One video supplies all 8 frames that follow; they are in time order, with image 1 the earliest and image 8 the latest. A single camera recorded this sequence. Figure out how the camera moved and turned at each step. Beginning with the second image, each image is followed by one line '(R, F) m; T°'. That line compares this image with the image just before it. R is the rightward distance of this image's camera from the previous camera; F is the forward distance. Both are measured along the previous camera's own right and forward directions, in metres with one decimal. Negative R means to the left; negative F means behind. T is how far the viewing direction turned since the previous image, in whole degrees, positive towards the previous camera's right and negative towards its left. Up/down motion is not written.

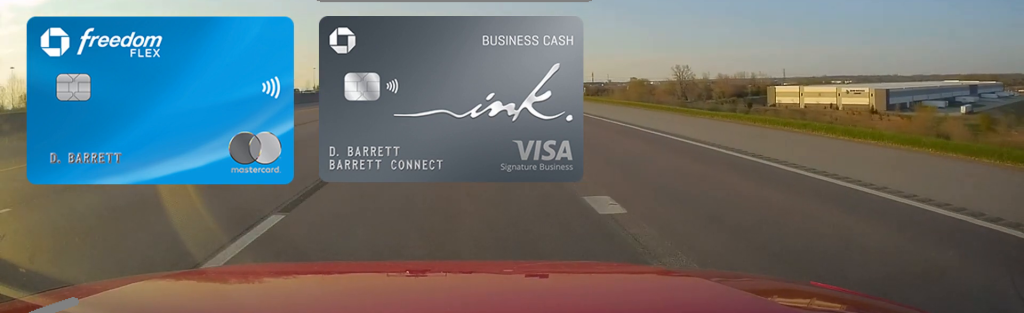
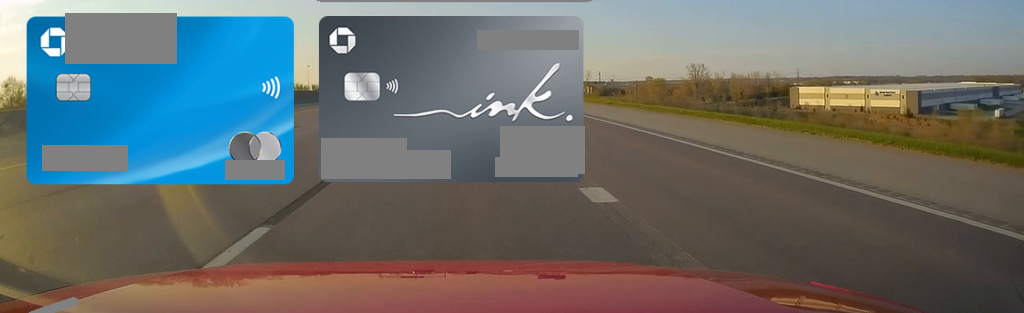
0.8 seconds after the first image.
(+0.1, +24.4) m; 0°
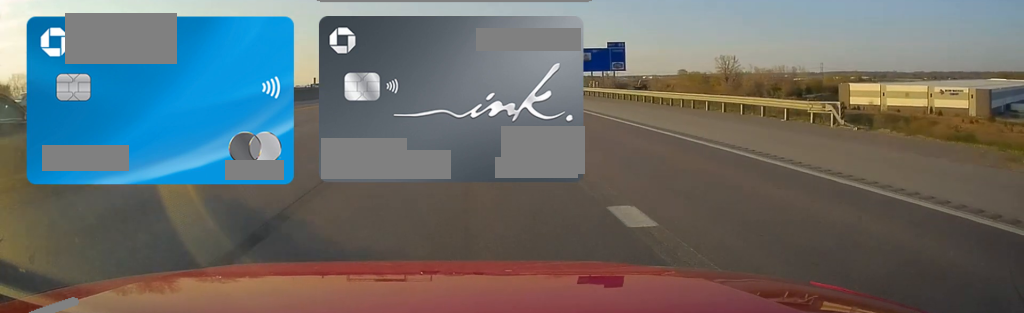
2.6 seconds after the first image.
(+0.4, +52.3) m; 0°
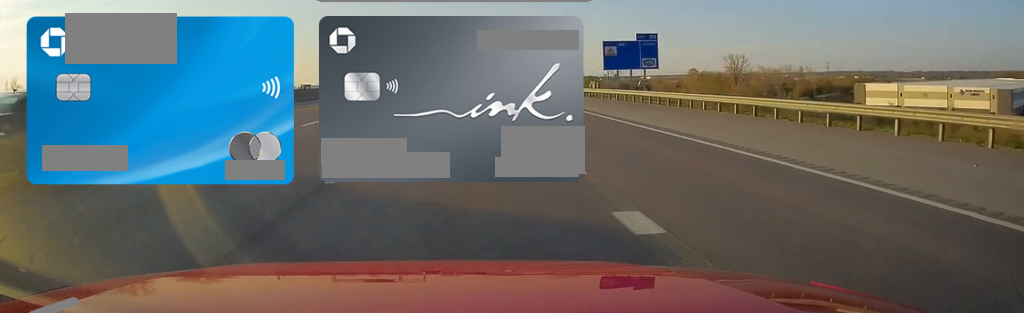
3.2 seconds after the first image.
(-0.1, +15.0) m; 0°
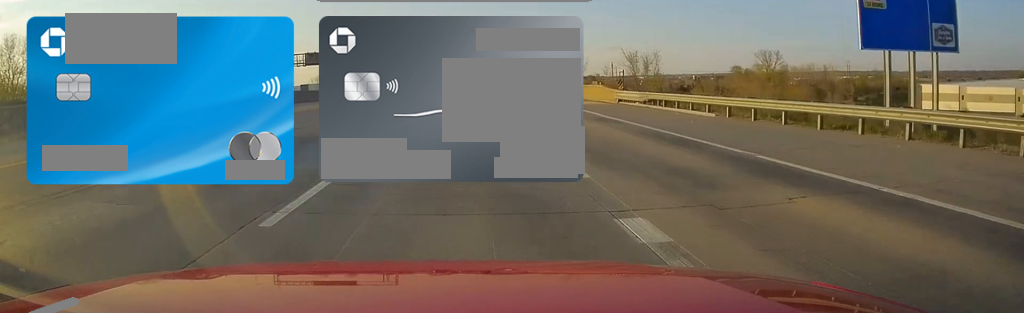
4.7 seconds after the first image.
(-0.2, +43.9) m; 0°
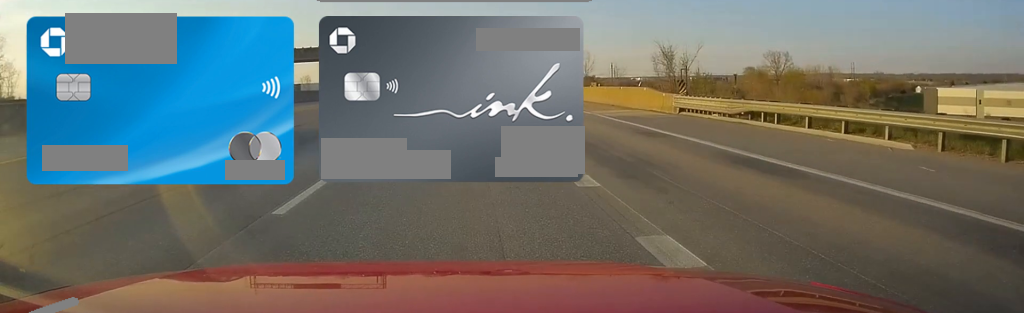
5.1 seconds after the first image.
(+0.1, +11.6) m; +1°
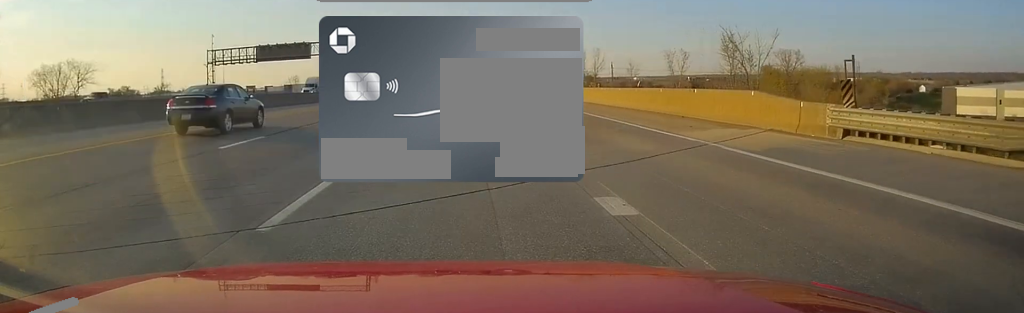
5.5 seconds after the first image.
(0.0, +12.8) m; +1°
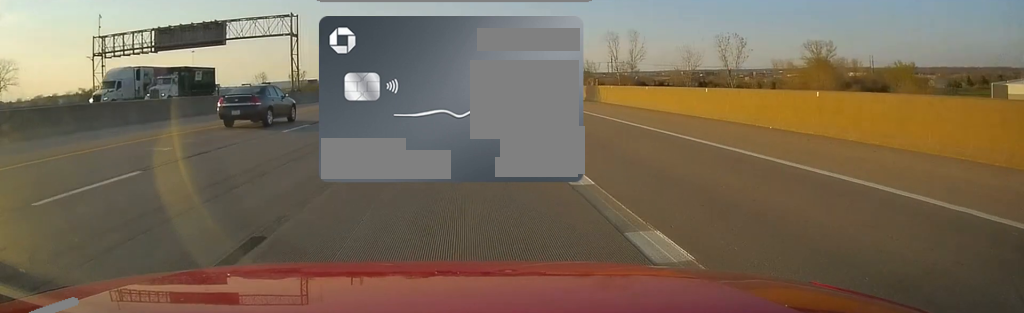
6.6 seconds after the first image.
(+0.5, +30.5) m; +2°
